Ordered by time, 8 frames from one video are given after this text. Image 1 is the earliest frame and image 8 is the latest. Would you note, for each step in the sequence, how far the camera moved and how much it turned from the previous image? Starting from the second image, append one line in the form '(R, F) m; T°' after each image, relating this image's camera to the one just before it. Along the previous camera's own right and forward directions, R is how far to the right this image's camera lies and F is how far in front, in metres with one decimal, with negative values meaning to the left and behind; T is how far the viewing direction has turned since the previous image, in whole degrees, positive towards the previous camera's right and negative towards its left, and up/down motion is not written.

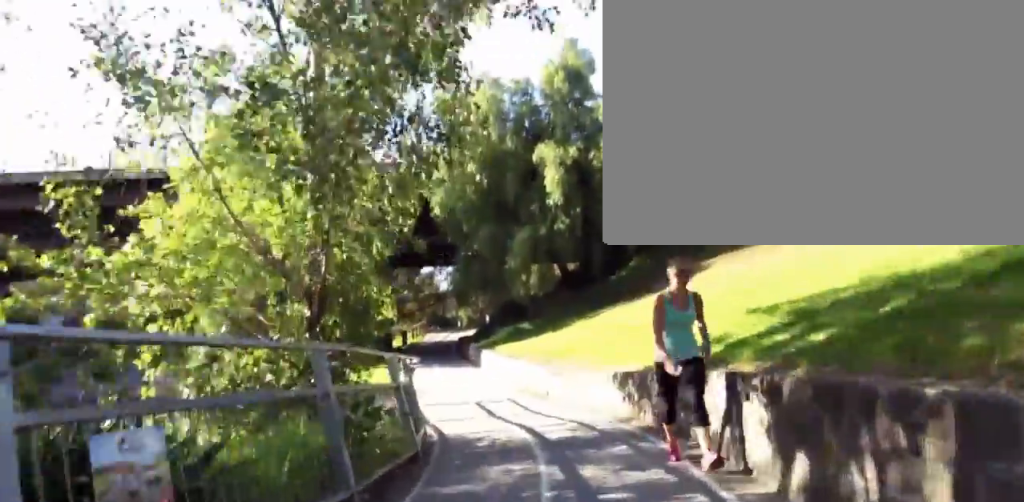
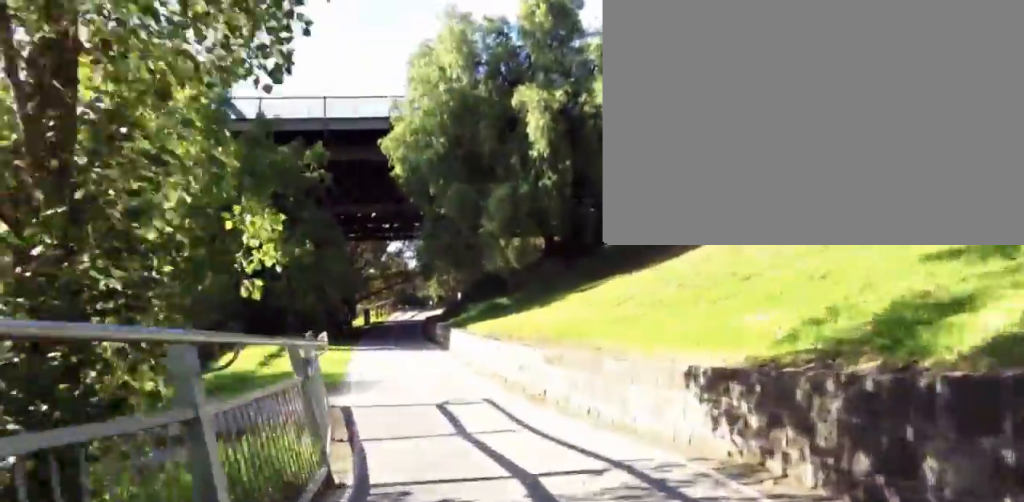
(0.0, +4.5) m; -2°
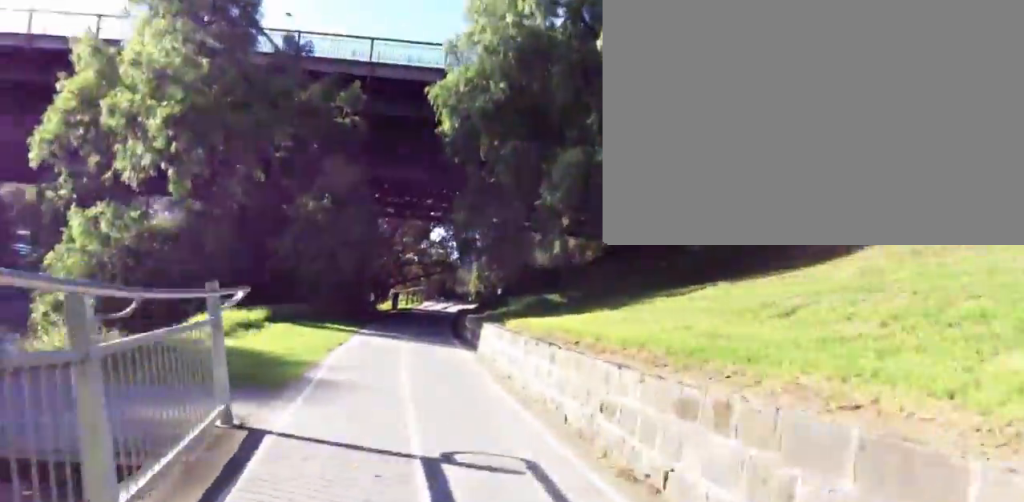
(+0.1, +4.2) m; -4°
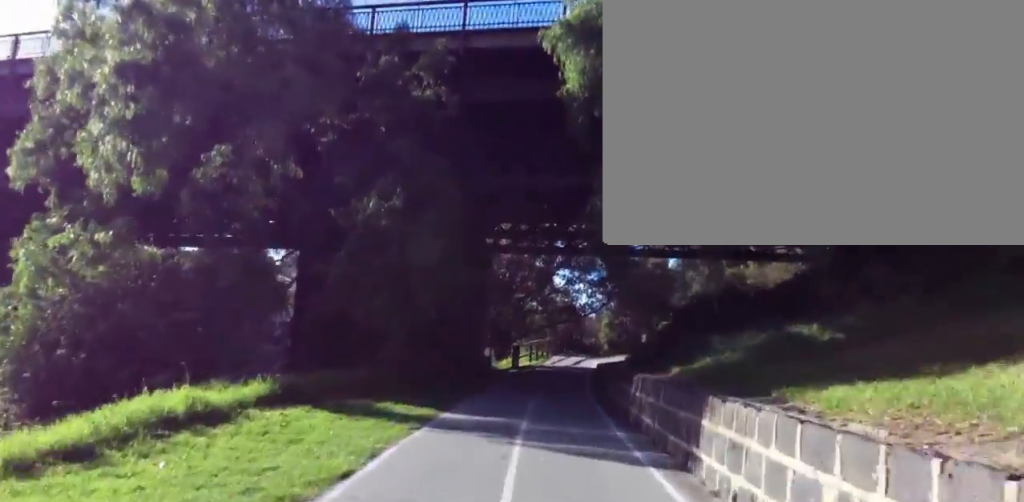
(-0.8, +7.5) m; -9°
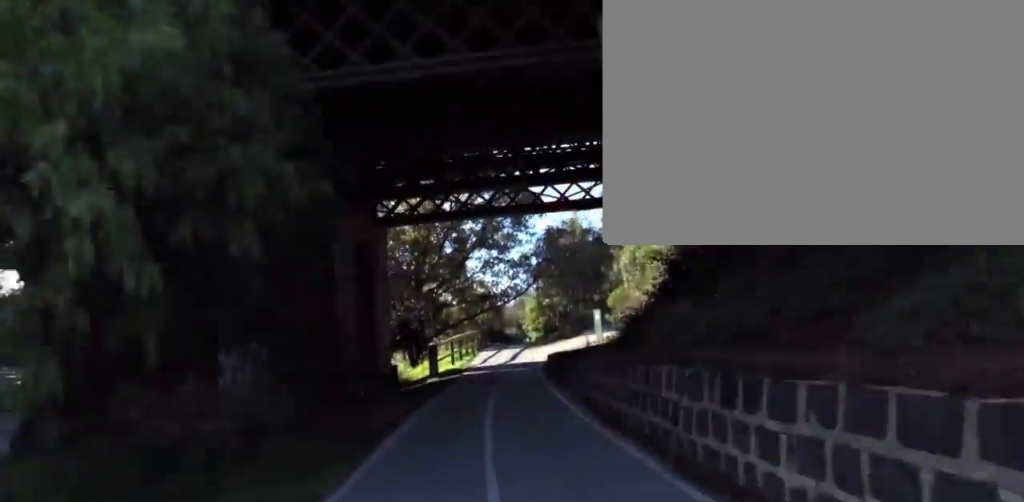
(-0.4, +8.8) m; 0°
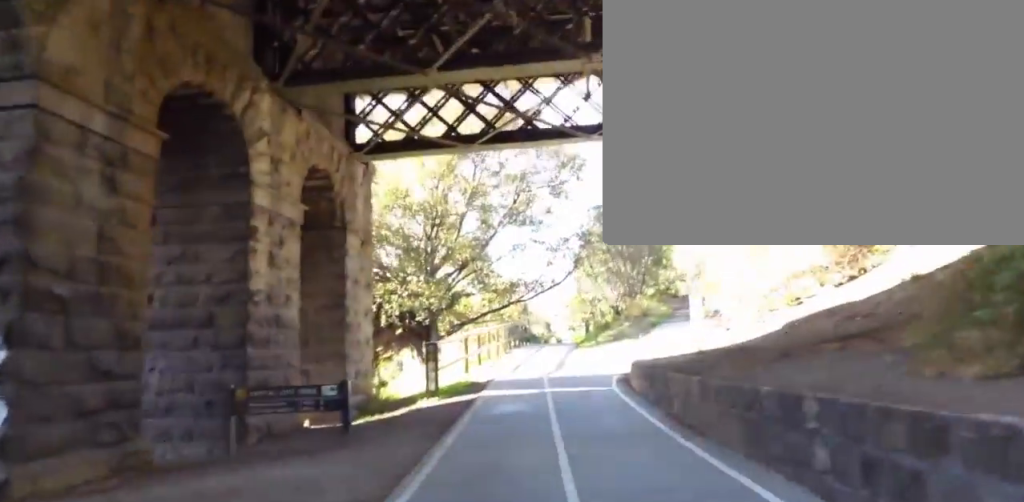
(+0.5, +9.2) m; +4°
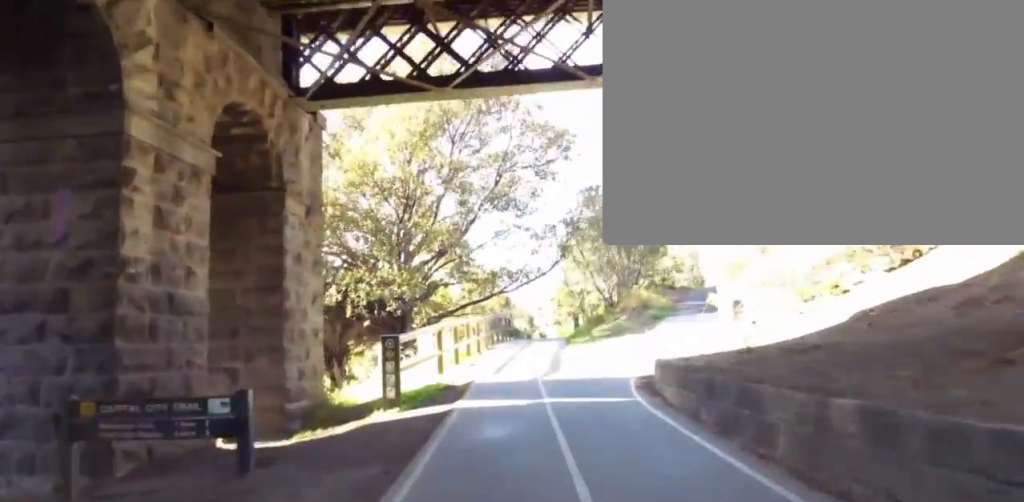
(0.0, +3.1) m; +1°
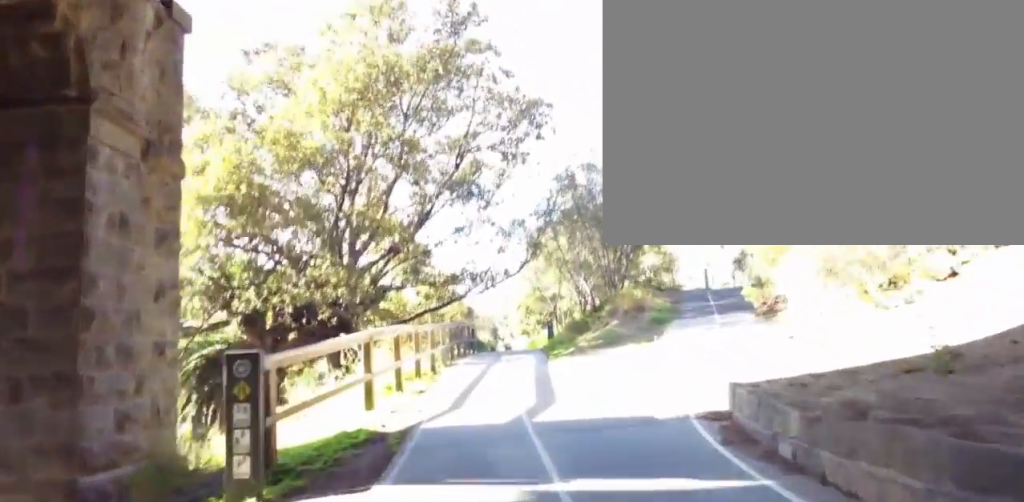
(0.0, +4.6) m; +4°
